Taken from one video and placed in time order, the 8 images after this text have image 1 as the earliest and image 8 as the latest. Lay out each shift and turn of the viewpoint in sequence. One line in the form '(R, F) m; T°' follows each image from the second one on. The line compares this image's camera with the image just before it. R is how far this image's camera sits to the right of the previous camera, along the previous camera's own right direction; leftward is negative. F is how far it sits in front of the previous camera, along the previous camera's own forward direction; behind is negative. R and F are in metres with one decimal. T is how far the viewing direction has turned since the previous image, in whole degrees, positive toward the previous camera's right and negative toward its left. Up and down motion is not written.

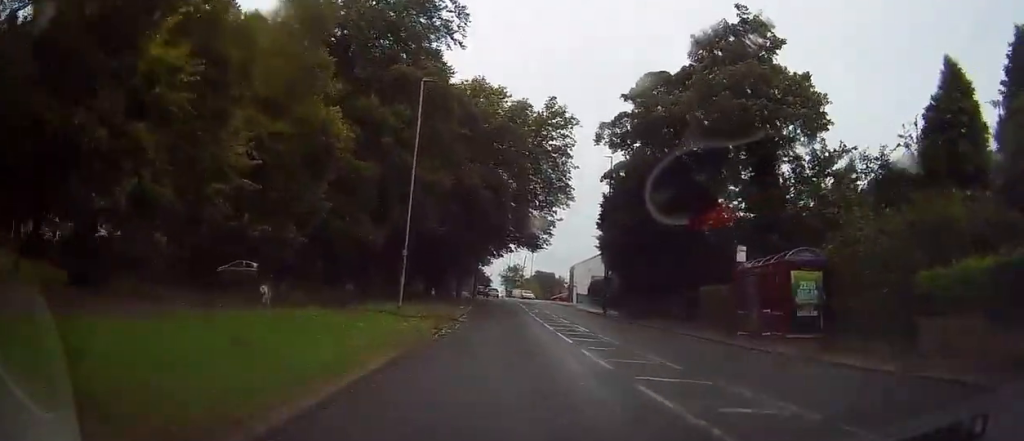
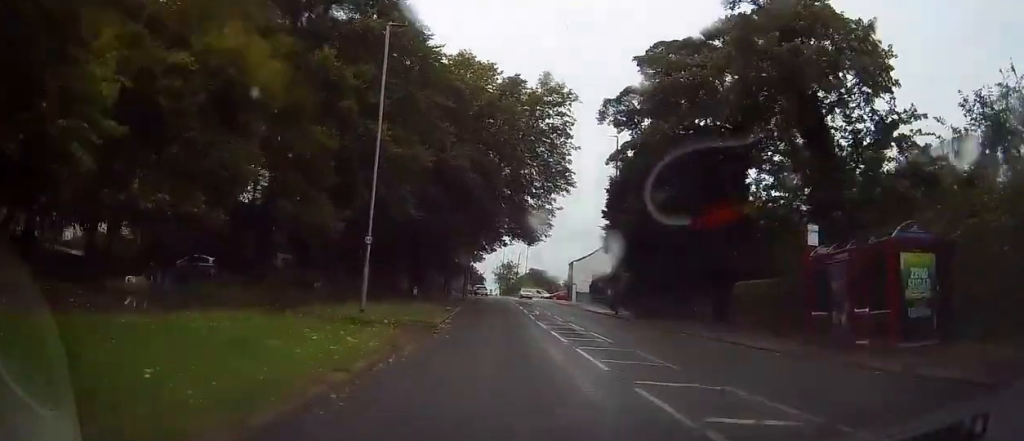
(-0.2, +6.7) m; -1°
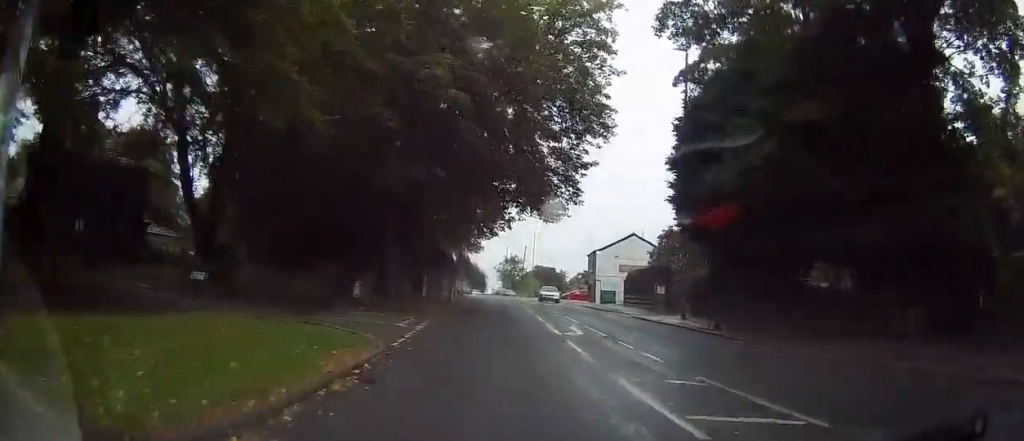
(-0.1, +18.0) m; 0°
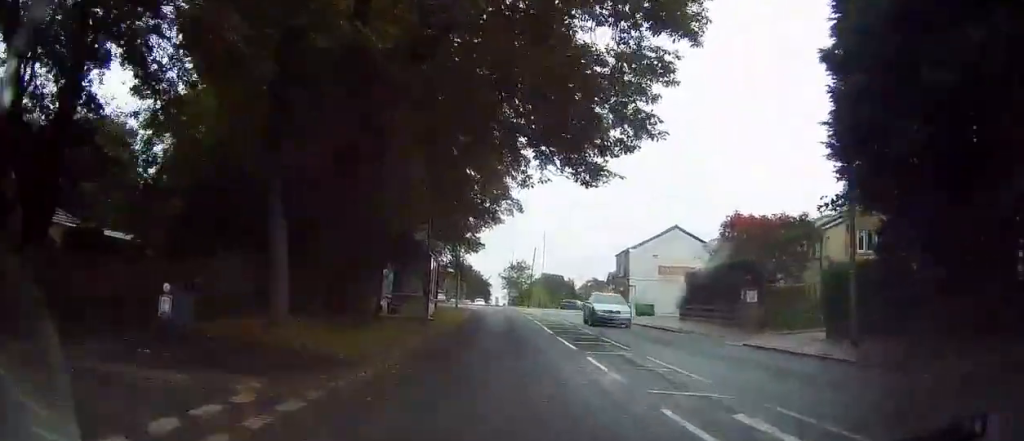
(-0.2, +14.7) m; -1°
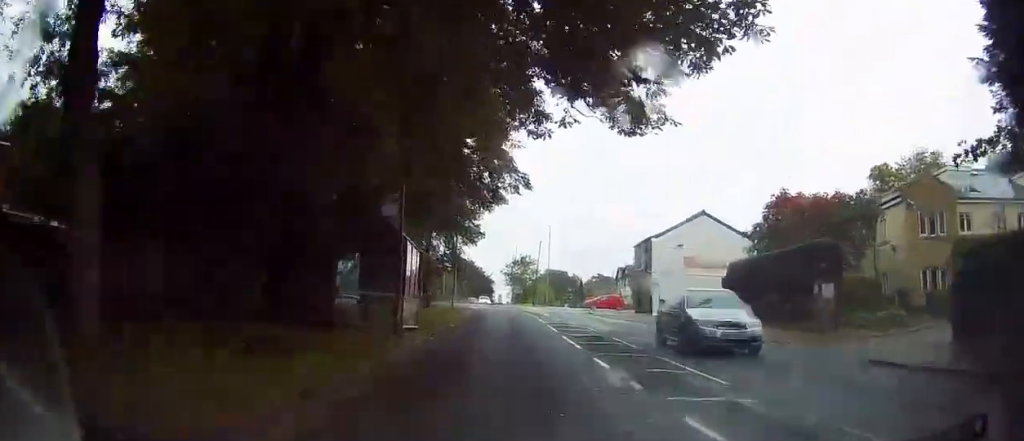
(0.0, +6.7) m; +1°
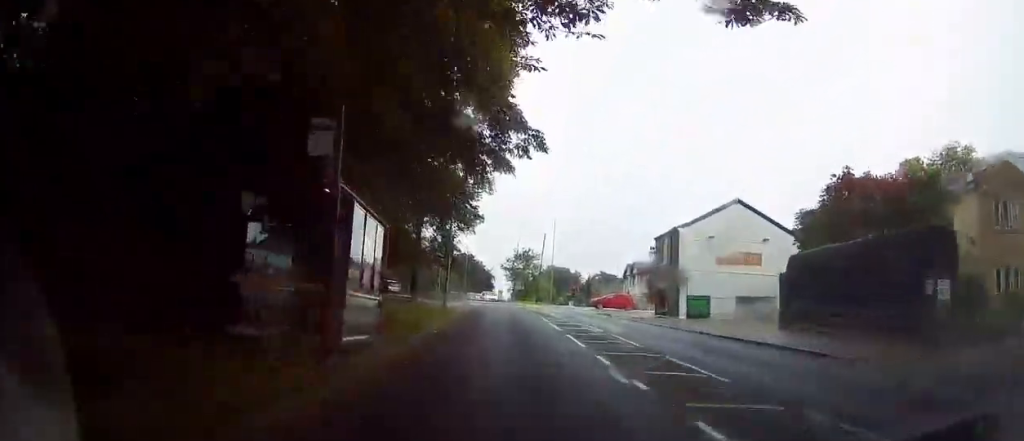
(+0.1, +6.5) m; +1°
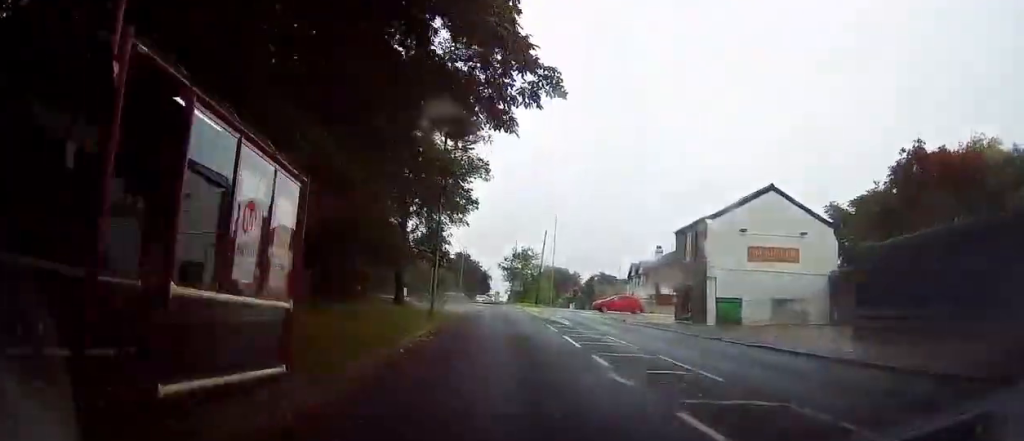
(0.0, +6.0) m; +1°
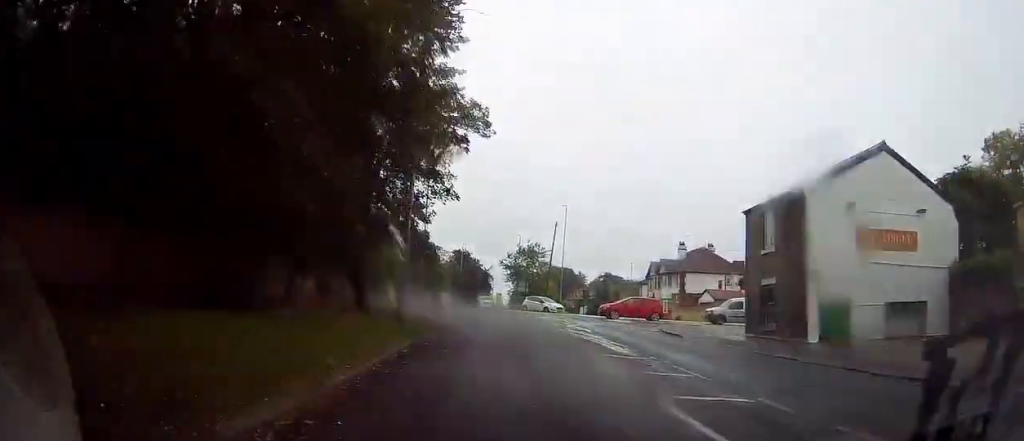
(+0.2, +11.0) m; -1°
